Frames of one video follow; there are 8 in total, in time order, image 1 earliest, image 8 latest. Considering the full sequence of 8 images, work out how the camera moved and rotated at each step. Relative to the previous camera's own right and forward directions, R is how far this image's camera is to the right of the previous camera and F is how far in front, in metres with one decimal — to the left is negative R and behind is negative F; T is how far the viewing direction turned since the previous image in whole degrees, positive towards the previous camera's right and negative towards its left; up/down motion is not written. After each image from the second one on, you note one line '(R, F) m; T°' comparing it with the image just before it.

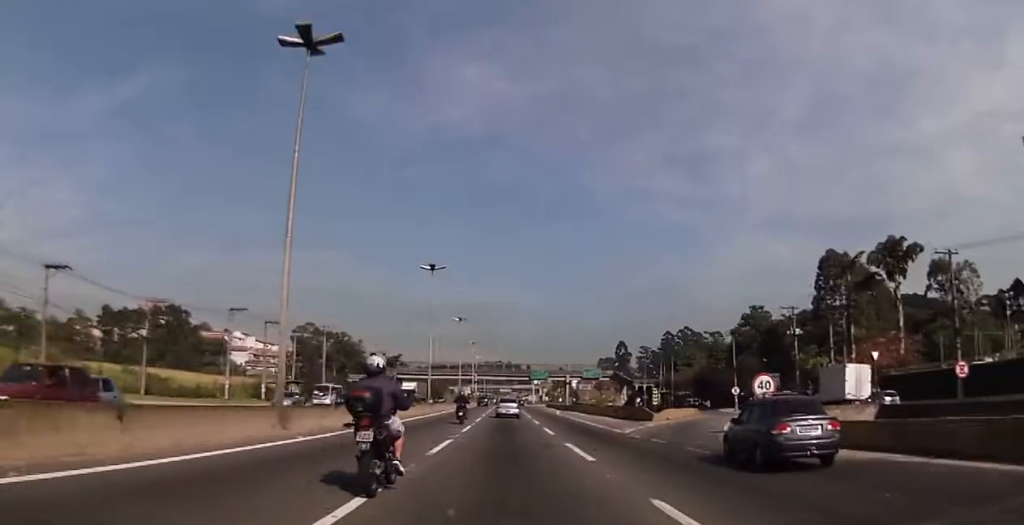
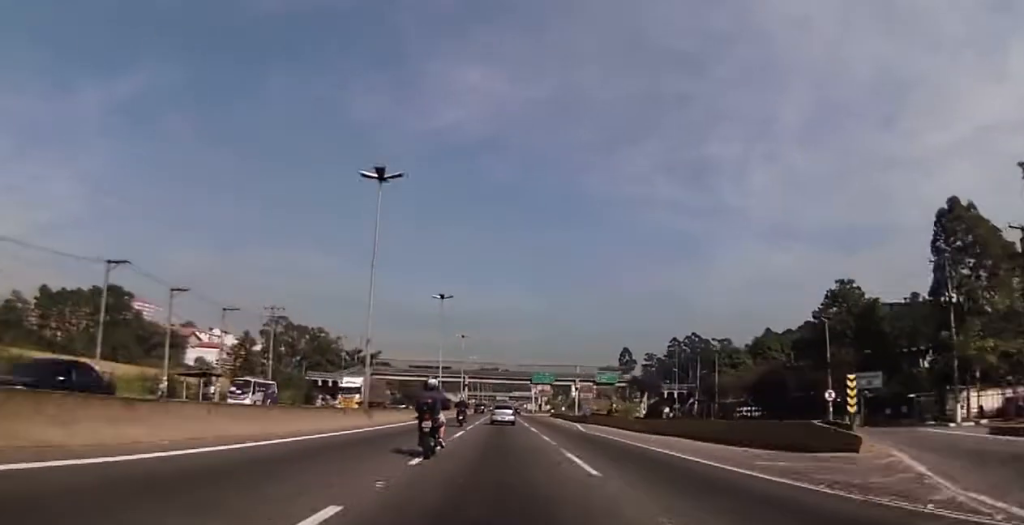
(-0.1, +24.2) m; 0°
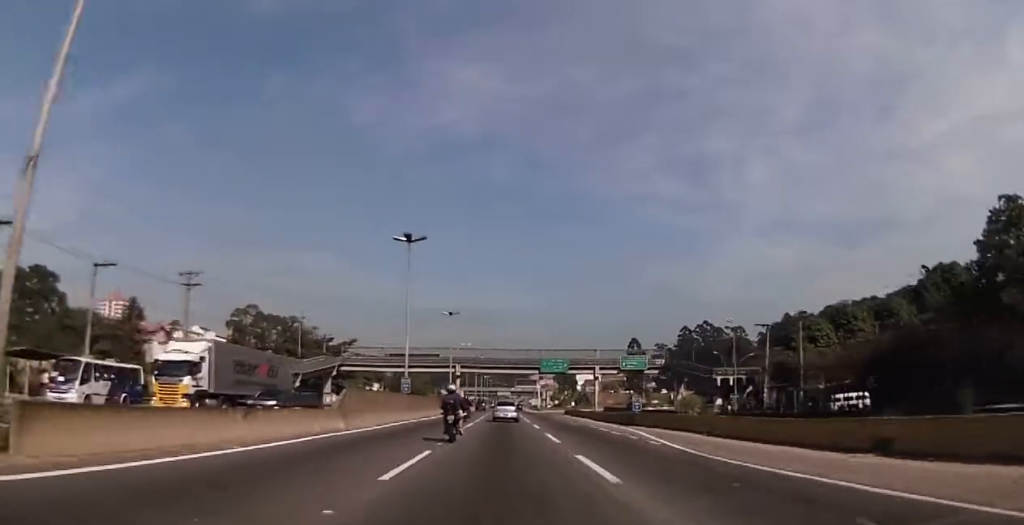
(0.0, +24.8) m; 0°
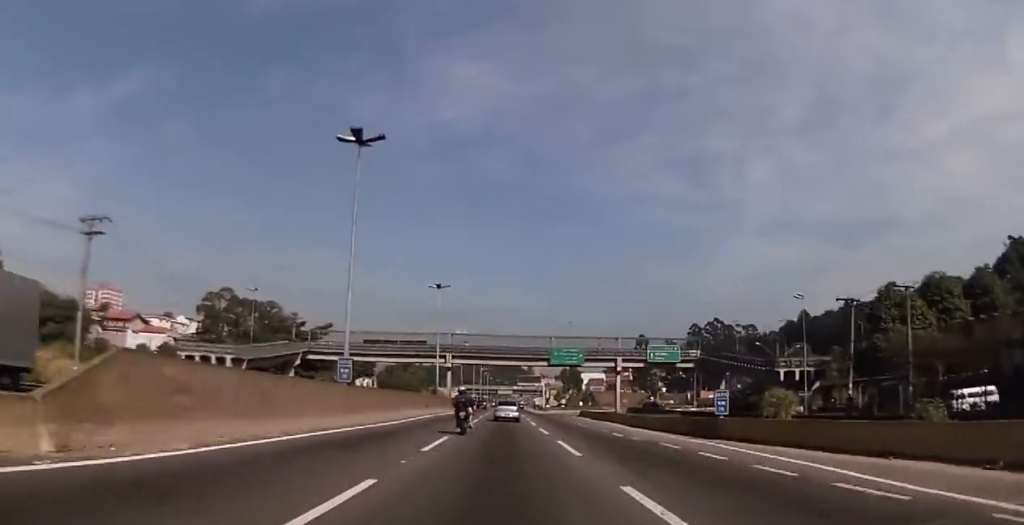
(0.0, +18.2) m; 0°
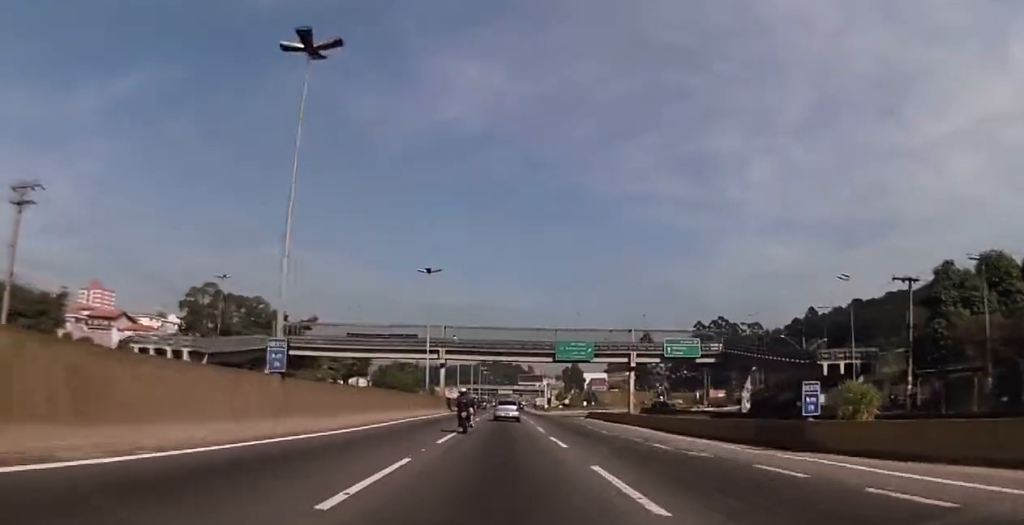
(0.0, +8.9) m; 0°
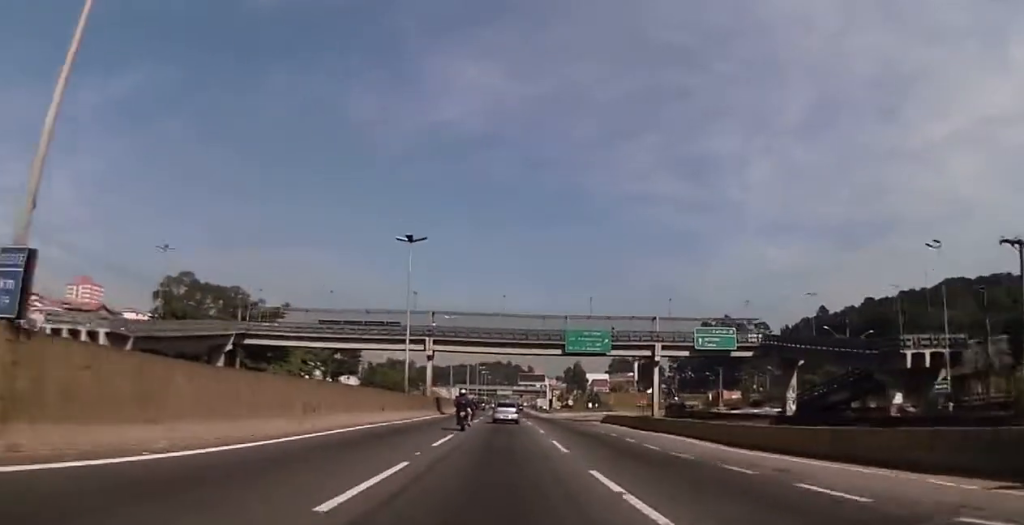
(0.0, +12.4) m; 0°
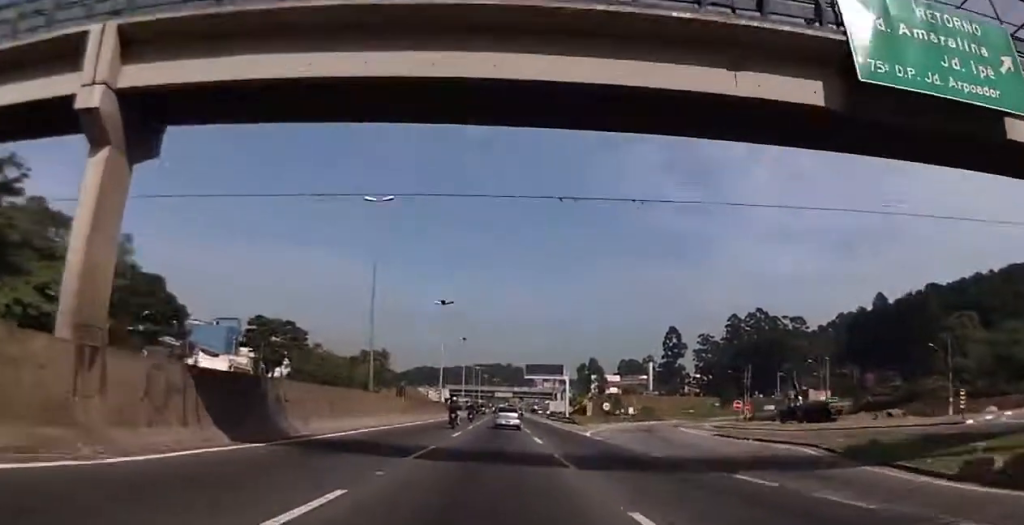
(-0.2, +53.1) m; -1°
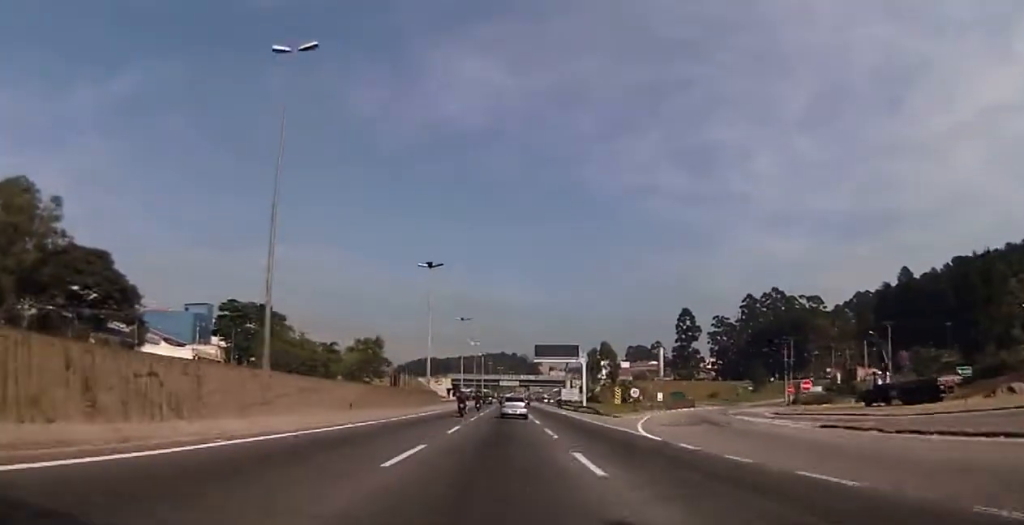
(0.0, +17.2) m; 0°
